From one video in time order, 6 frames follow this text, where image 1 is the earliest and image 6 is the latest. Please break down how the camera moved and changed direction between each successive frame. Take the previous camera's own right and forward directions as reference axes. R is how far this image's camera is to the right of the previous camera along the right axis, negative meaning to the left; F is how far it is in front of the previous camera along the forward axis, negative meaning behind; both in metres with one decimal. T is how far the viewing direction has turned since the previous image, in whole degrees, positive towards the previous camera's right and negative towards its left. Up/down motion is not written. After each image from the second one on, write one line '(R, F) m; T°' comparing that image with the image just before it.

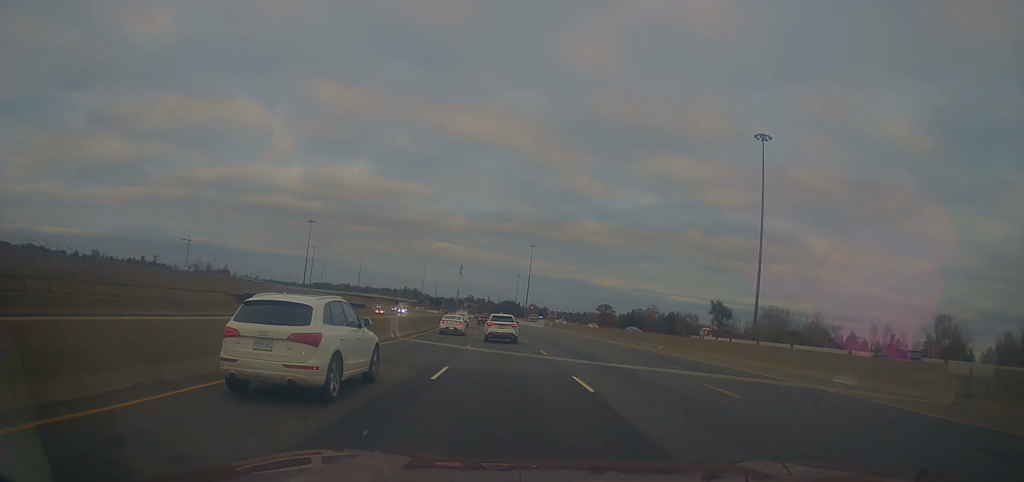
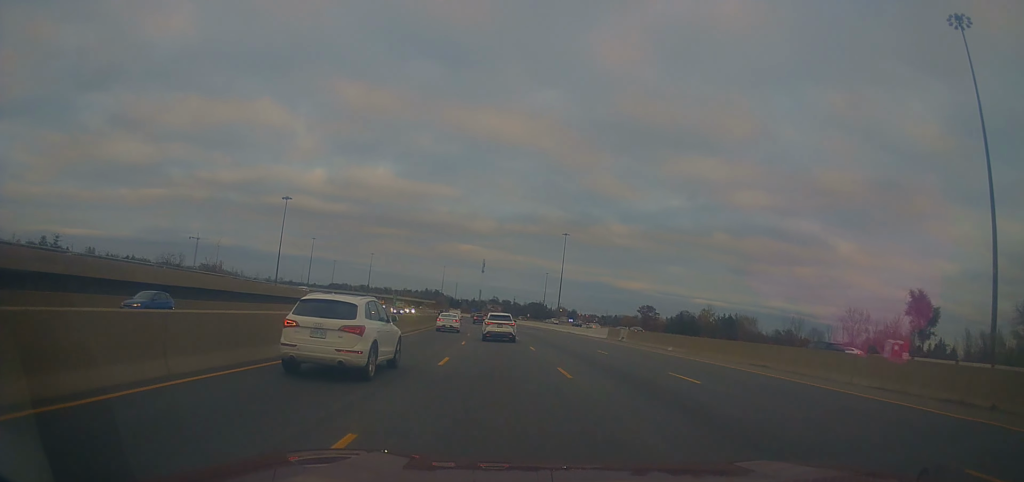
(-0.7, +46.3) m; -2°
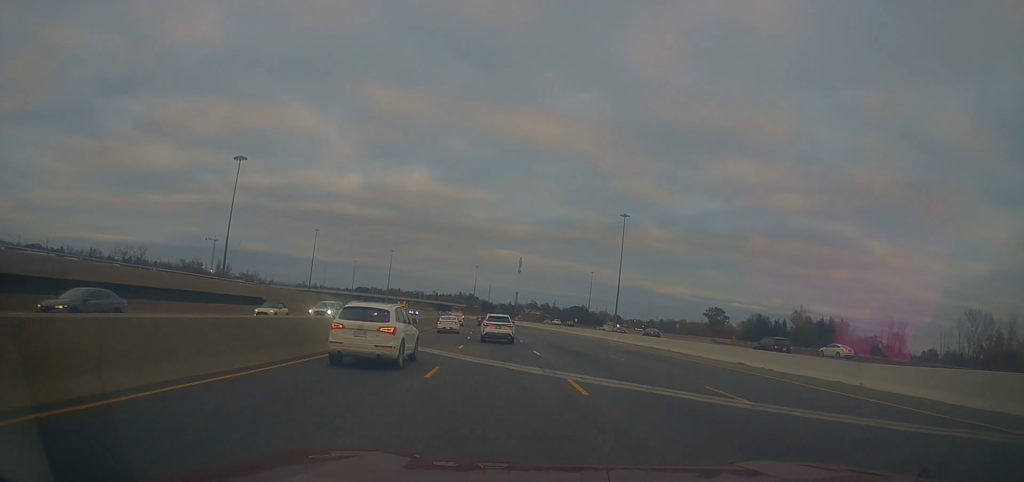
(-1.5, +51.2) m; -4°
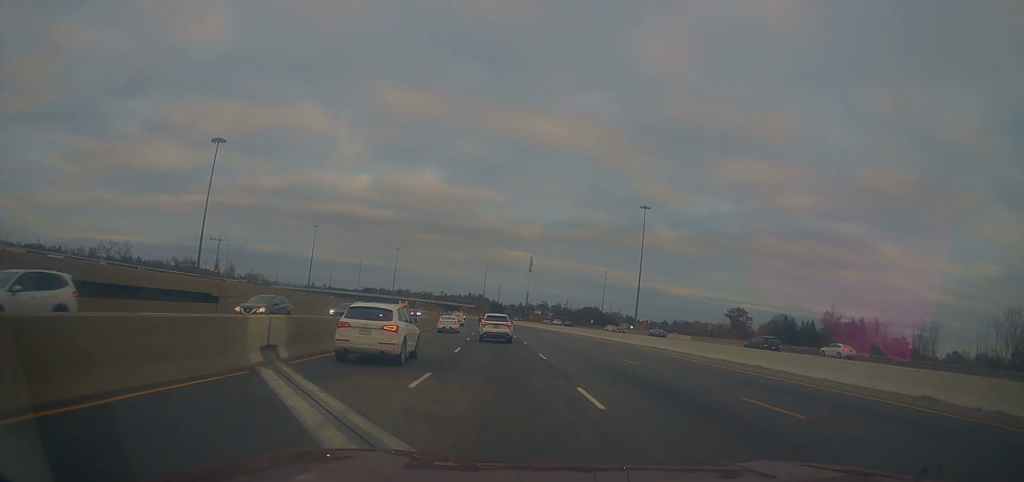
(-0.1, +14.3) m; -1°
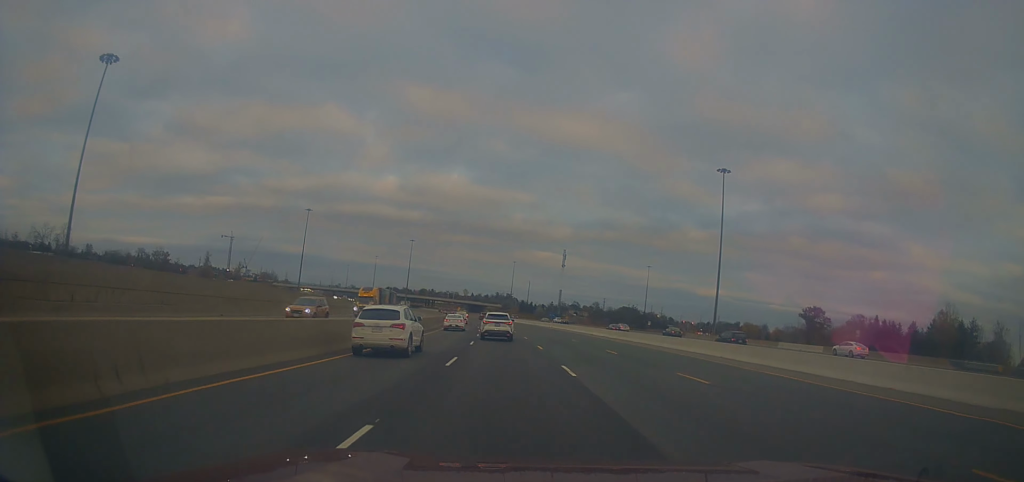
(-1.3, +42.8) m; -3°
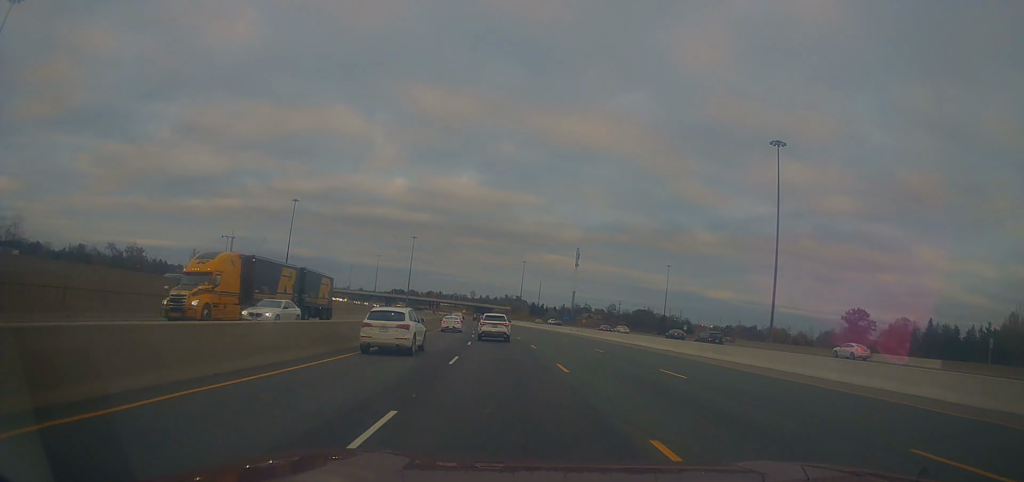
(-0.3, +22.8) m; -1°
